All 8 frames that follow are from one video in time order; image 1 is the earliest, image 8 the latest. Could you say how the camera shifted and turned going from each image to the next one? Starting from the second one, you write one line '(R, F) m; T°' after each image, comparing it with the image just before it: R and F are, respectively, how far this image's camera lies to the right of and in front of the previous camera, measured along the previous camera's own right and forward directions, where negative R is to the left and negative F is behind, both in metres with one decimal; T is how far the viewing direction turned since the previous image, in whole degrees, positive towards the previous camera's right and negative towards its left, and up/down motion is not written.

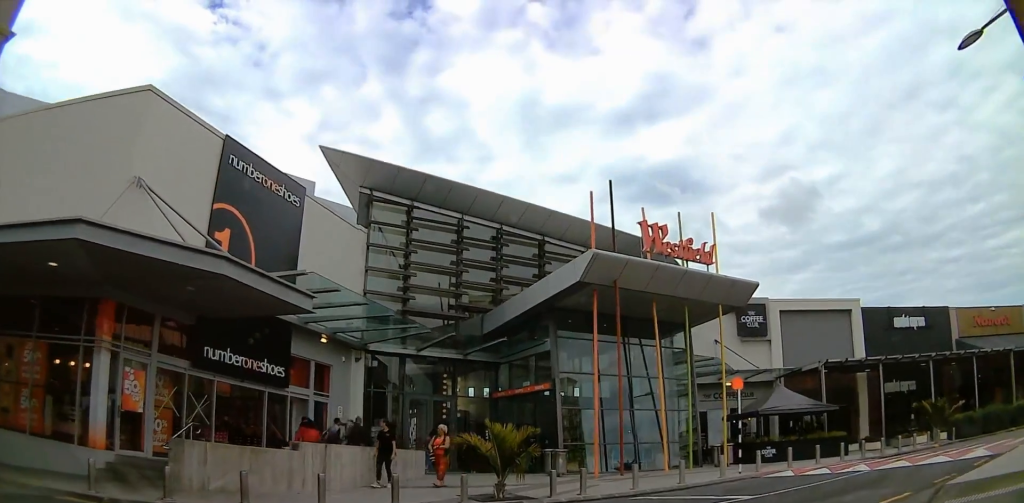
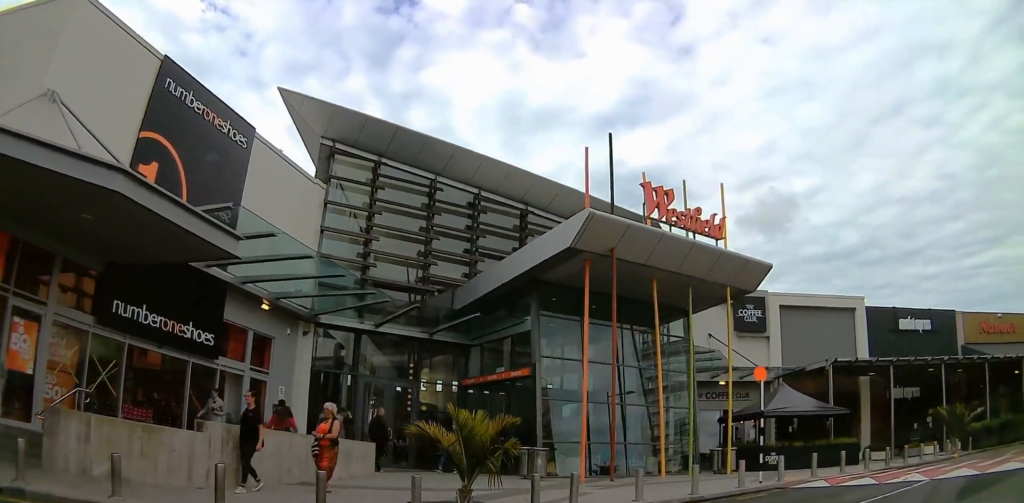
(-1.0, +3.6) m; +2°
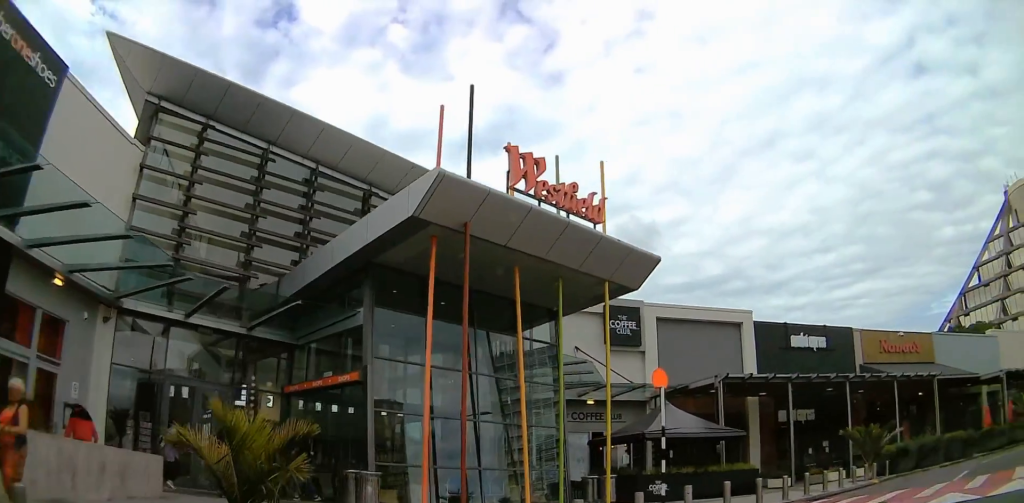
(0.0, +3.3) m; 0°
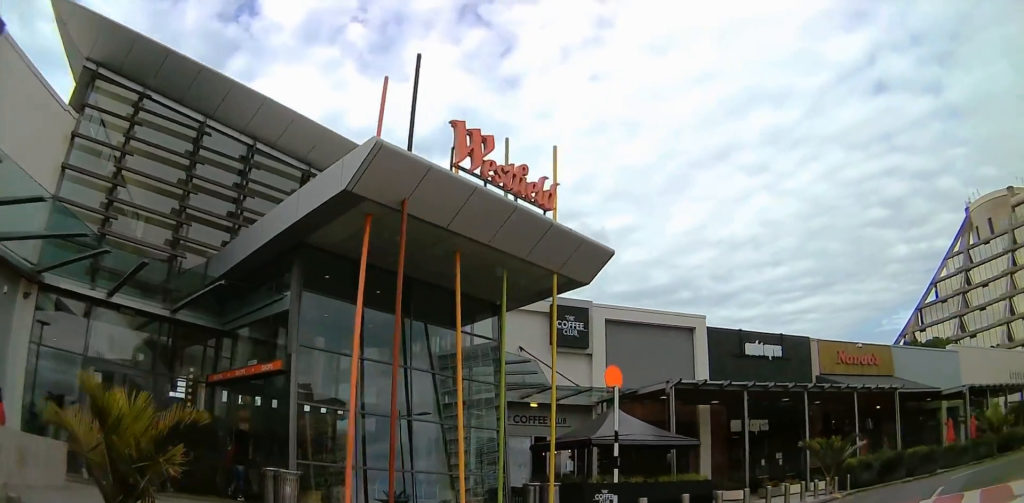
(0.0, +1.2) m; 0°
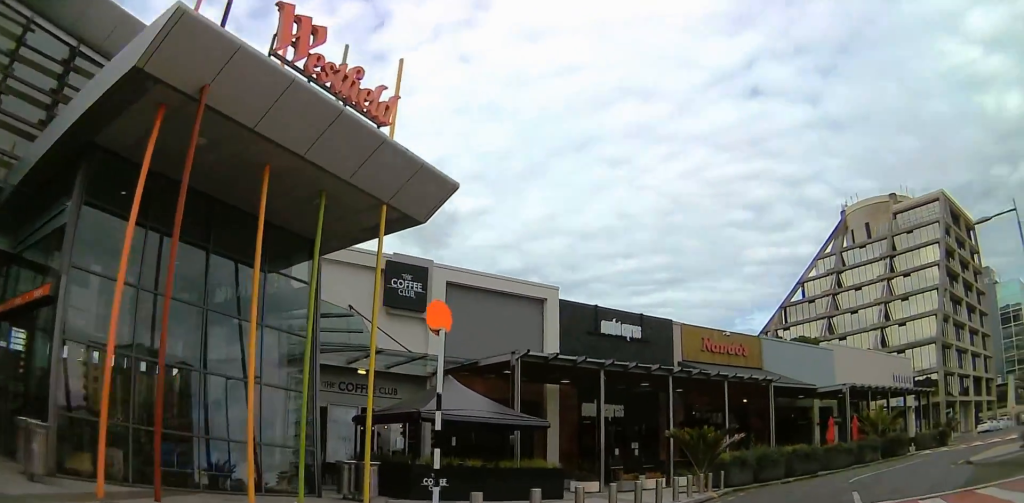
(0.0, +2.9) m; +1°
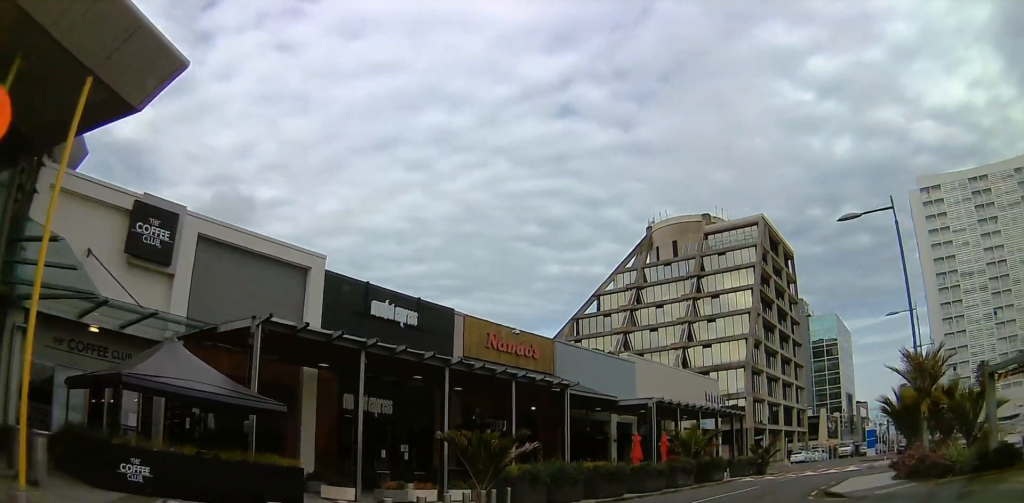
(+0.1, +4.6) m; +20°
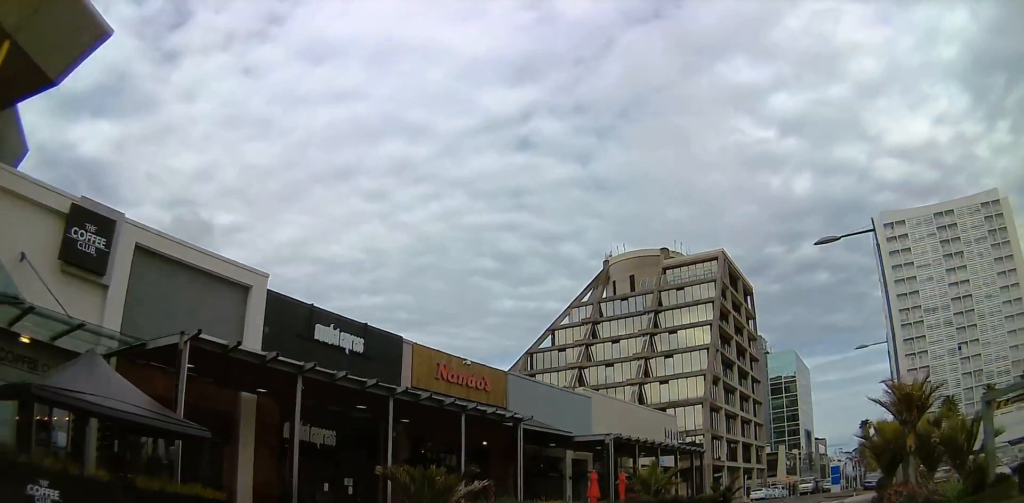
(+0.5, +1.8) m; +9°
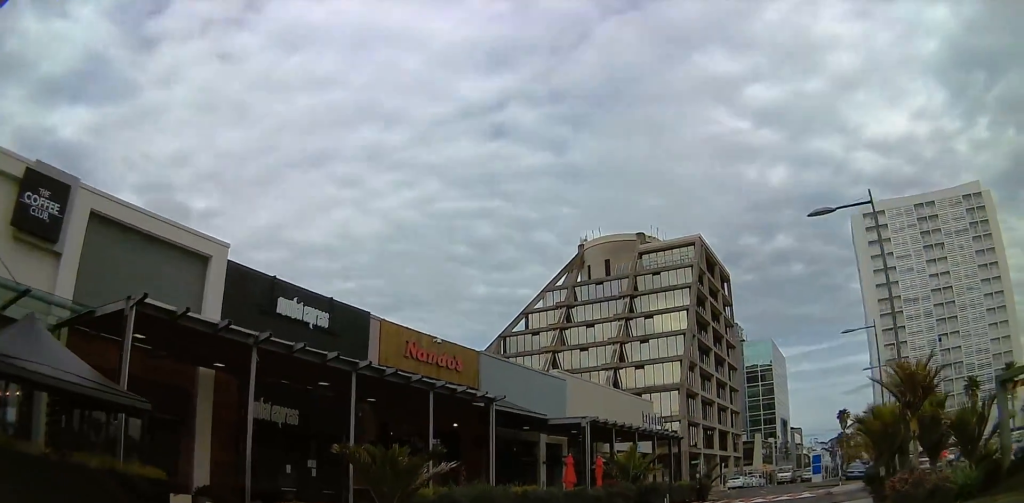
(+0.3, +1.9) m; +9°
